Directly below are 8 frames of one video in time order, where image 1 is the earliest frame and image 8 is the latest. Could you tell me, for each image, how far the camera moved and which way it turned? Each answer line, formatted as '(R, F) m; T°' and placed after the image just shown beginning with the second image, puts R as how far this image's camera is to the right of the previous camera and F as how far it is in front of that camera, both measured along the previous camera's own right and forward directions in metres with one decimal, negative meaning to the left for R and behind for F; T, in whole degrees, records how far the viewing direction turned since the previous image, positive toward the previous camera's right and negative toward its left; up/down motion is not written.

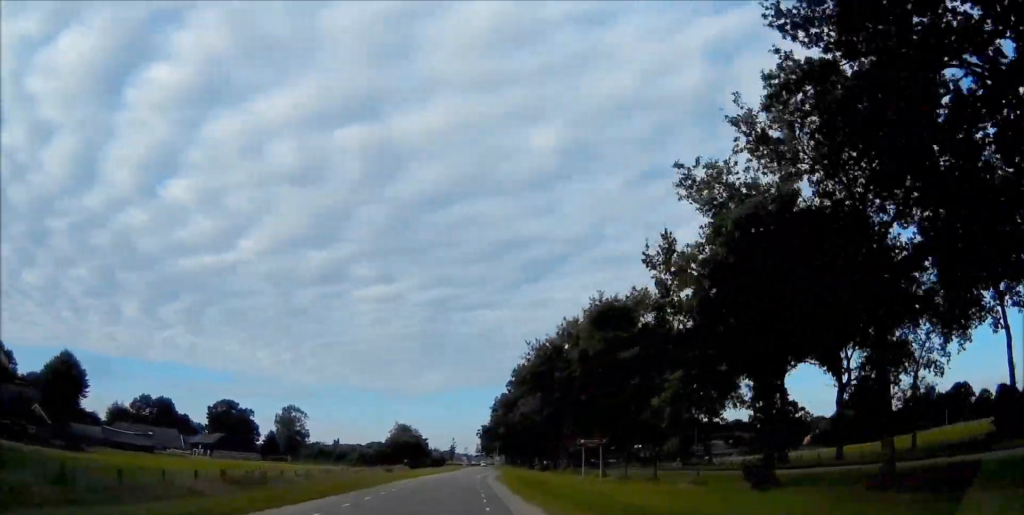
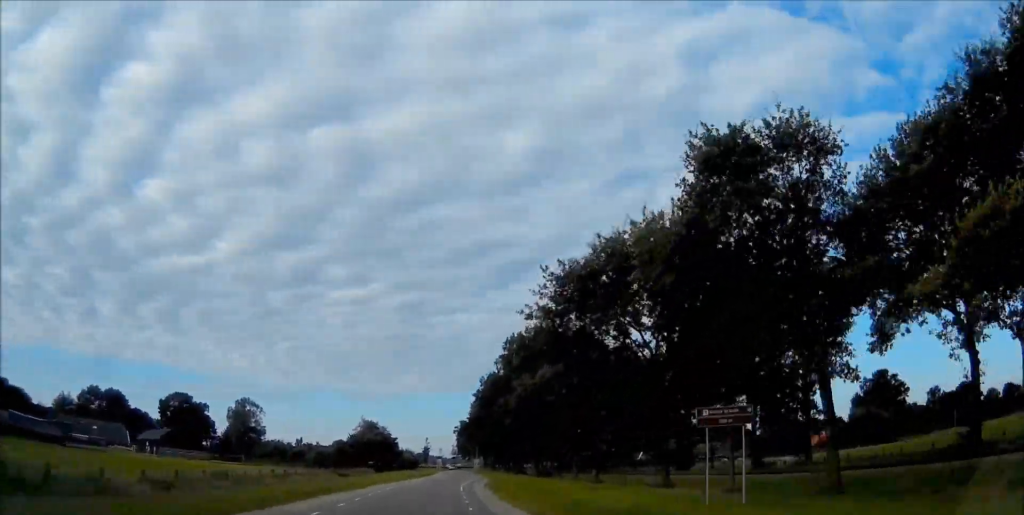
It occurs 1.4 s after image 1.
(+0.1, +22.2) m; 0°
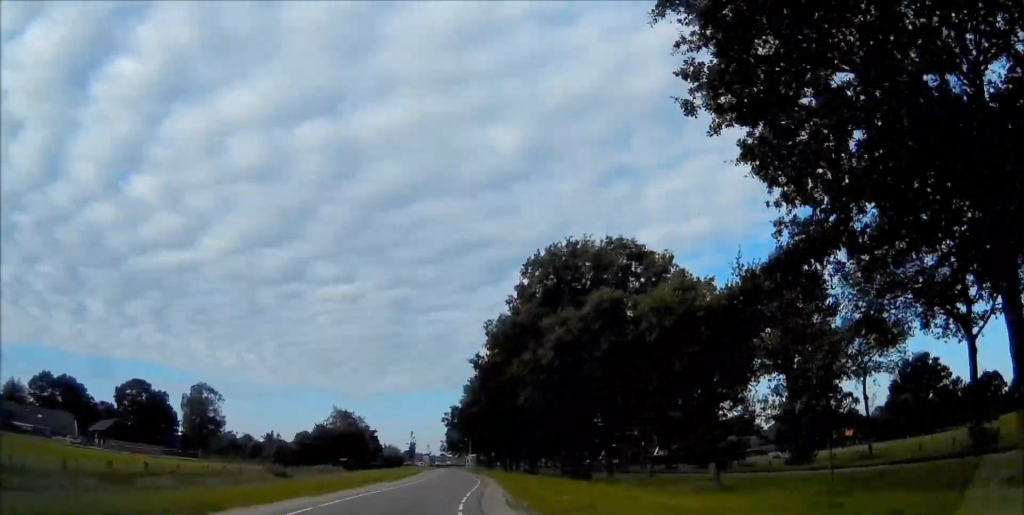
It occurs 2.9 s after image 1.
(0.0, +24.0) m; 0°
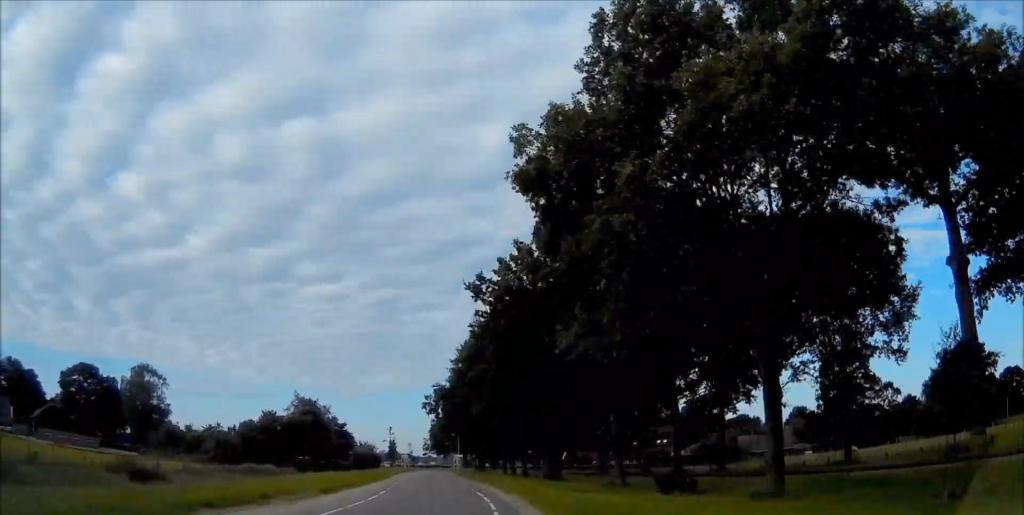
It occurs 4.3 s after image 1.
(+0.1, +22.9) m; 0°
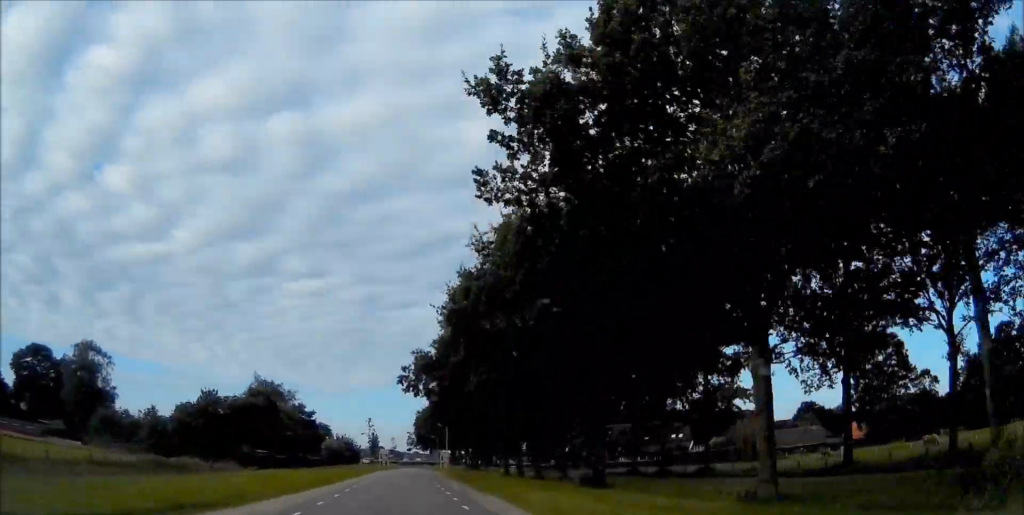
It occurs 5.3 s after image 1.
(0.0, +17.2) m; 0°
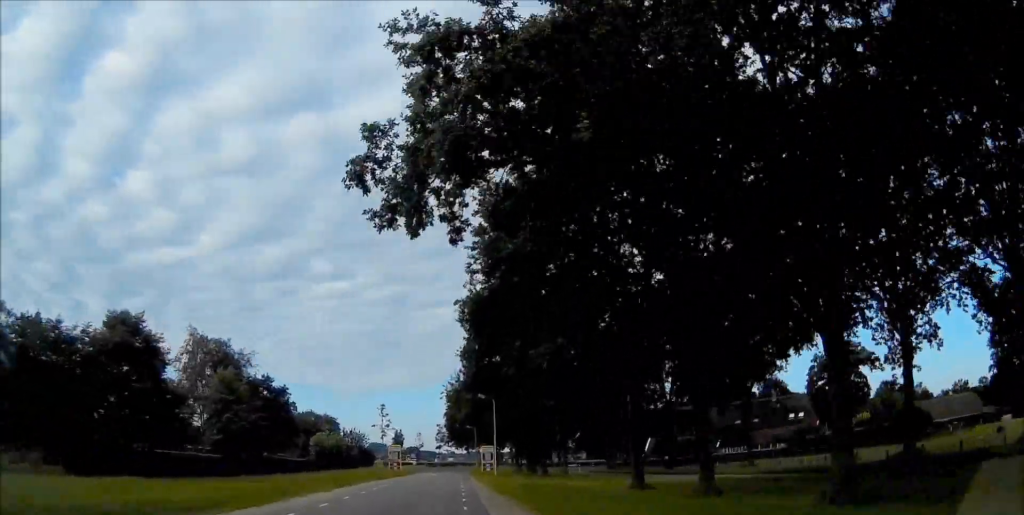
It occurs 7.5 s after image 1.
(+0.1, +33.9) m; +1°
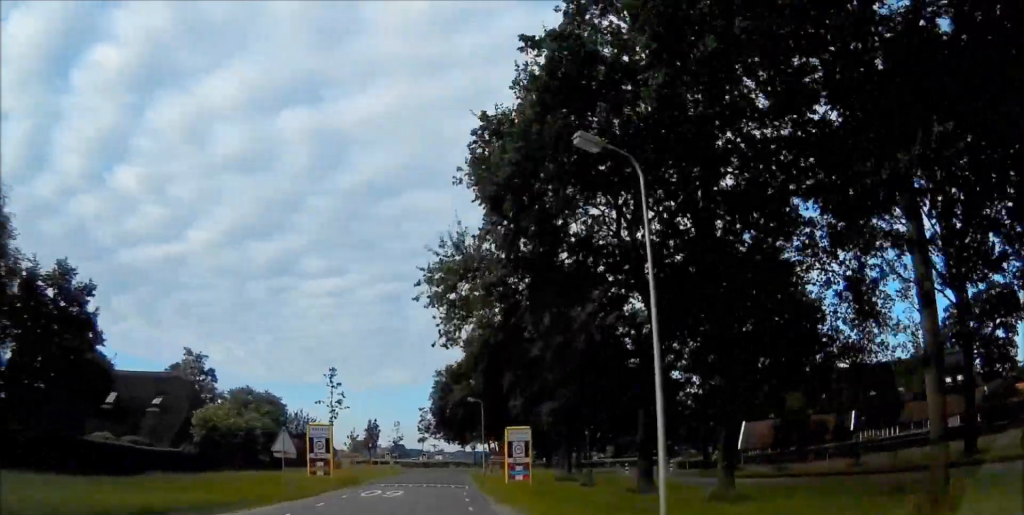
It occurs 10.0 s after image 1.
(+0.5, +33.8) m; +1°
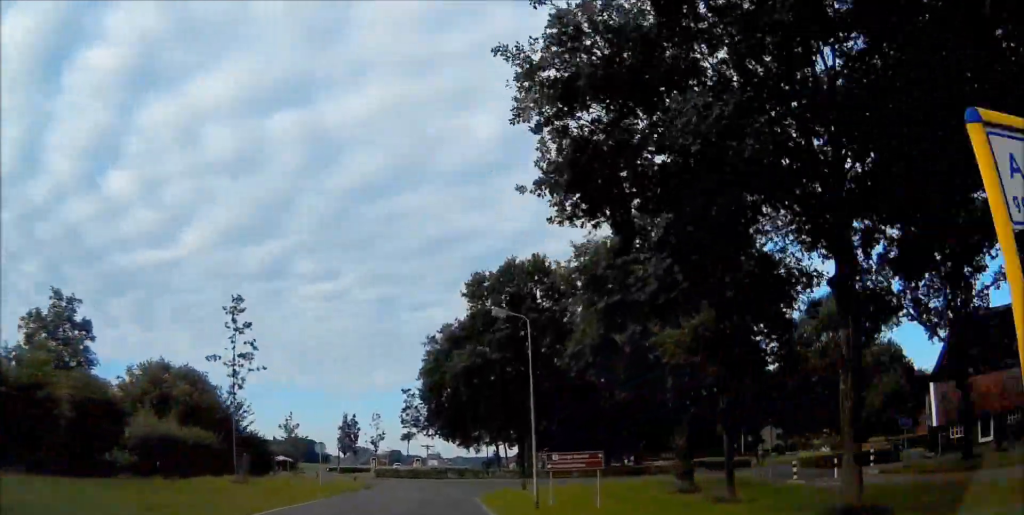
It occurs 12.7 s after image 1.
(-0.1, +31.1) m; -2°
